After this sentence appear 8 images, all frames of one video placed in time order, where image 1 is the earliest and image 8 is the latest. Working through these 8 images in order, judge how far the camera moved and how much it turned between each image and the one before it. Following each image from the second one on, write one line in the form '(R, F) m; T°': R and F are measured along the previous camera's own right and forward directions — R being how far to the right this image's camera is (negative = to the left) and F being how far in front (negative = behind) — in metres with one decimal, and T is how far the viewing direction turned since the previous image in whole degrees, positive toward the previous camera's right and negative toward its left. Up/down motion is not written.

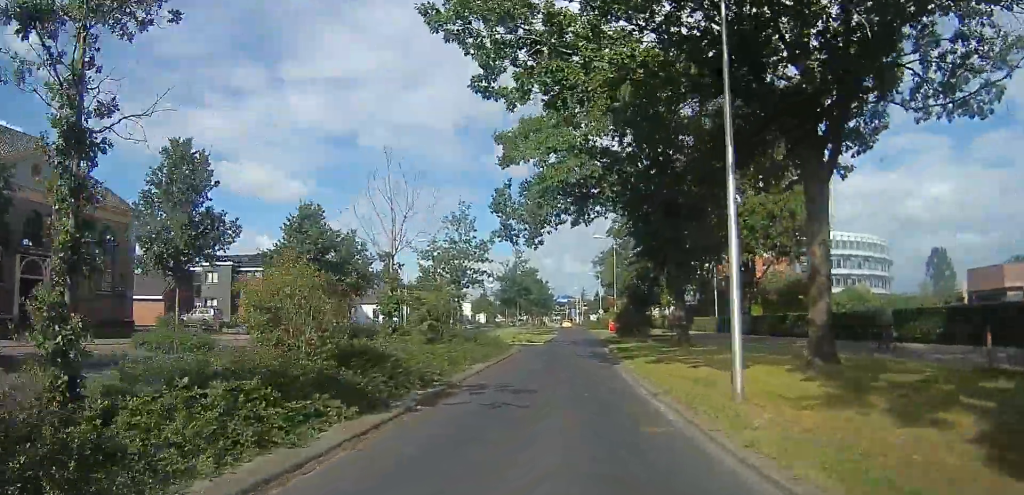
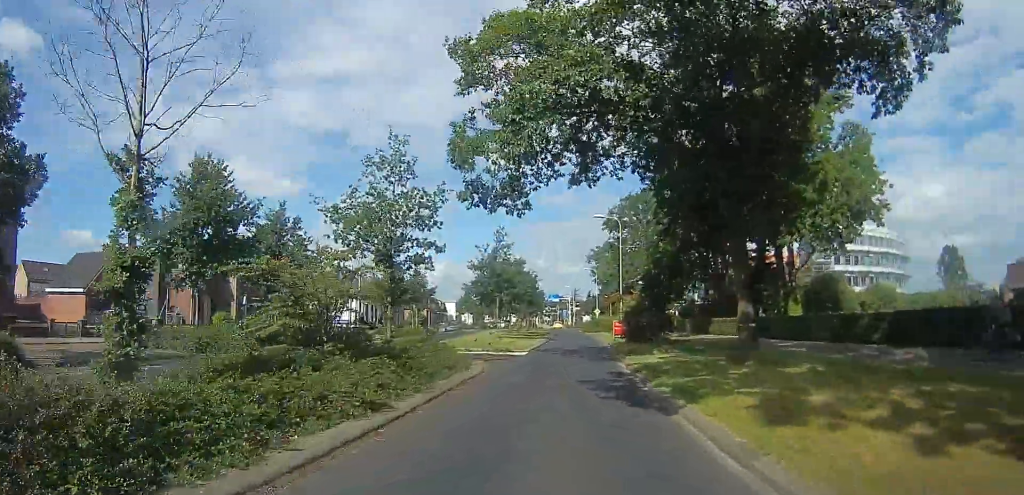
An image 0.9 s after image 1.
(+0.1, +8.7) m; +5°
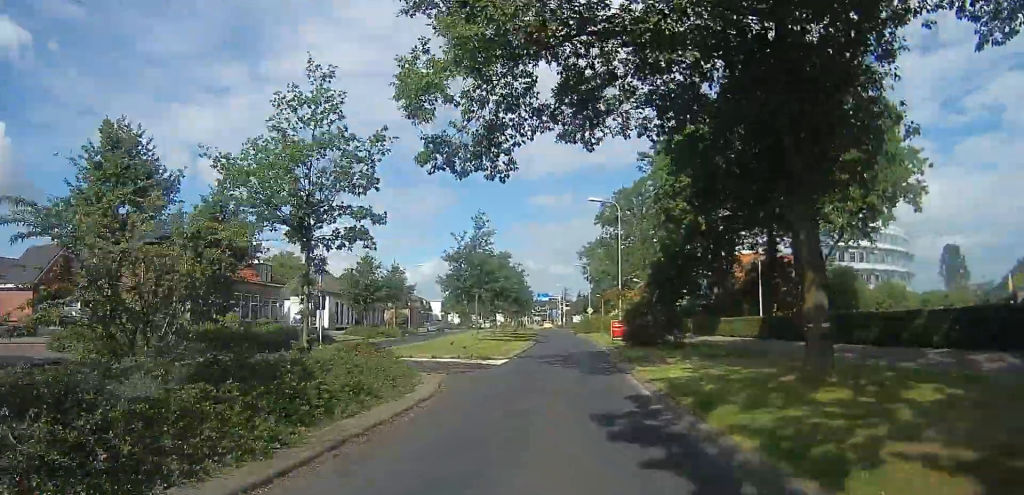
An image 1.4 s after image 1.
(+0.4, +4.5) m; +4°
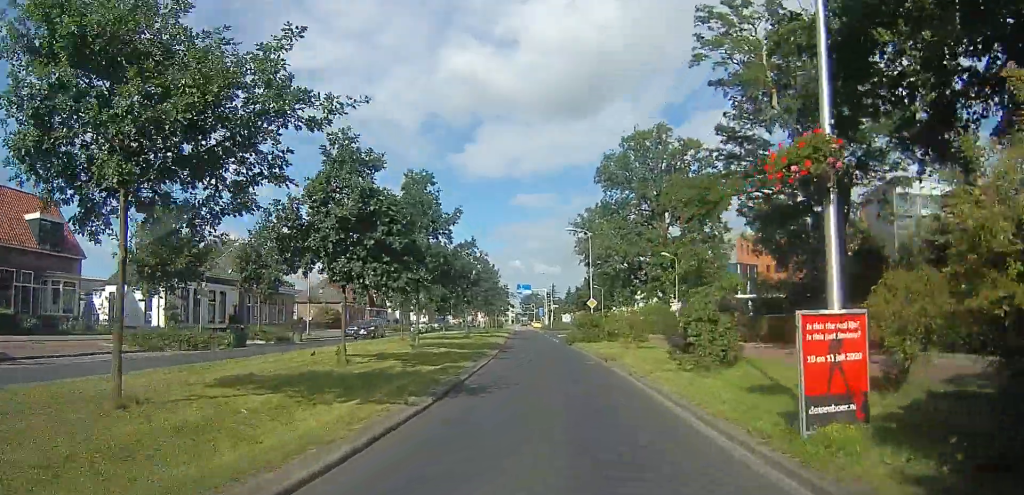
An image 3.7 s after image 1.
(-2.7, +23.5) m; -6°
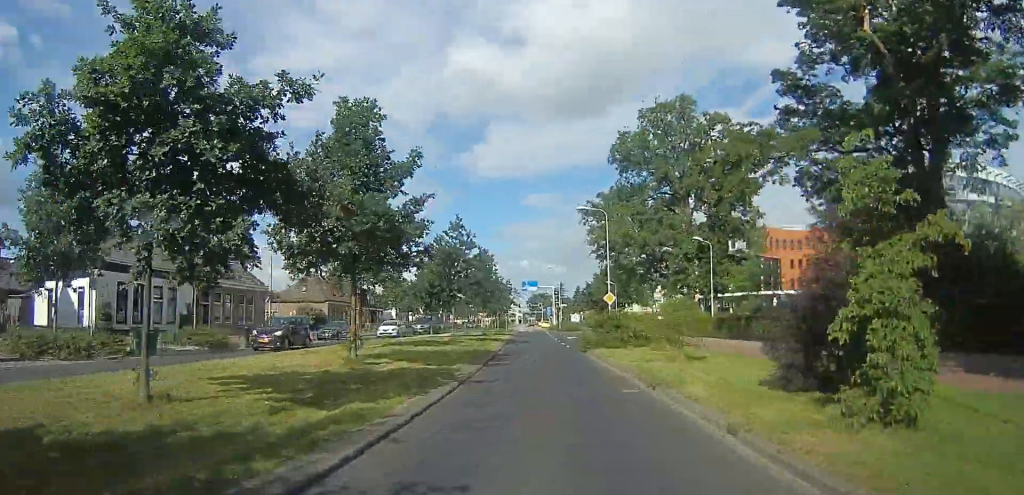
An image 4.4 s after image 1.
(+0.8, +7.1) m; +5°
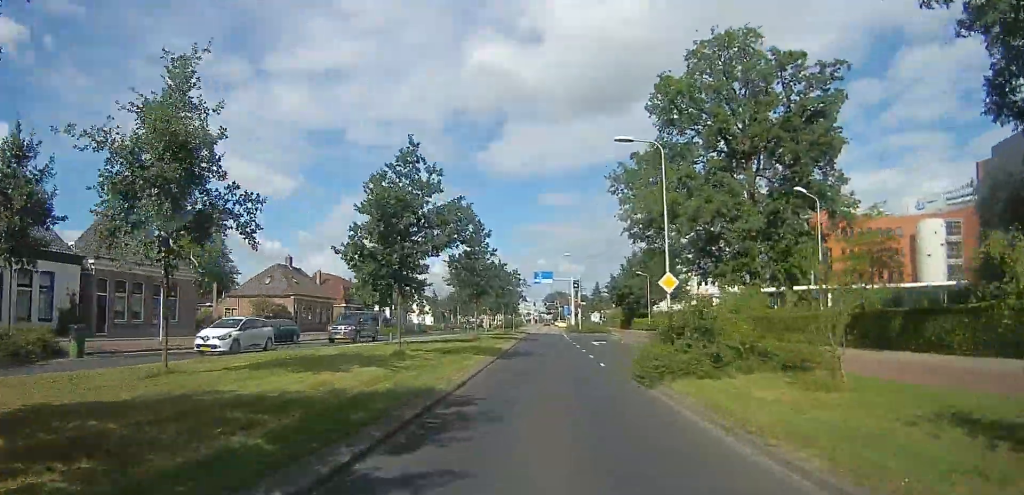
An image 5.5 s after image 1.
(+0.1, +12.0) m; -7°
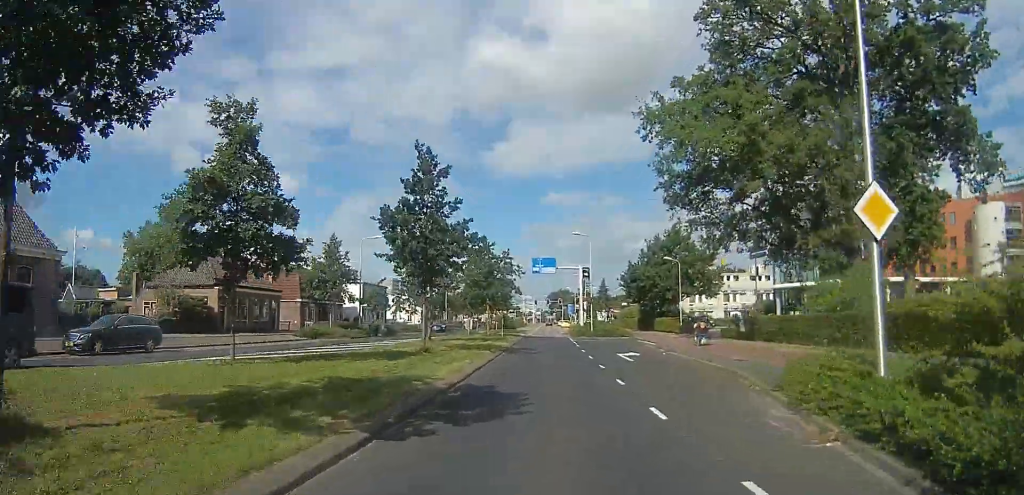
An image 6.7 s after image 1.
(-1.0, +12.7) m; 0°
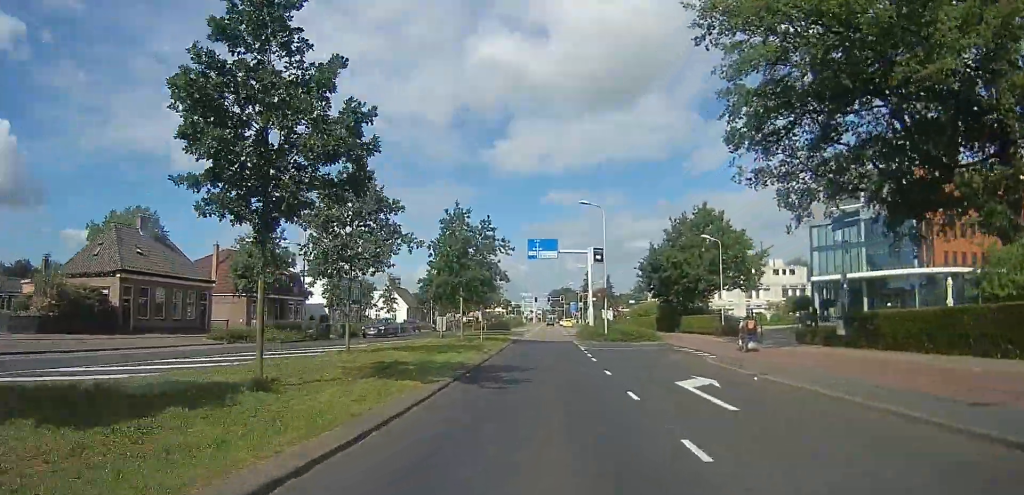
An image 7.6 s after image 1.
(+0.9, +10.4) m; -1°
